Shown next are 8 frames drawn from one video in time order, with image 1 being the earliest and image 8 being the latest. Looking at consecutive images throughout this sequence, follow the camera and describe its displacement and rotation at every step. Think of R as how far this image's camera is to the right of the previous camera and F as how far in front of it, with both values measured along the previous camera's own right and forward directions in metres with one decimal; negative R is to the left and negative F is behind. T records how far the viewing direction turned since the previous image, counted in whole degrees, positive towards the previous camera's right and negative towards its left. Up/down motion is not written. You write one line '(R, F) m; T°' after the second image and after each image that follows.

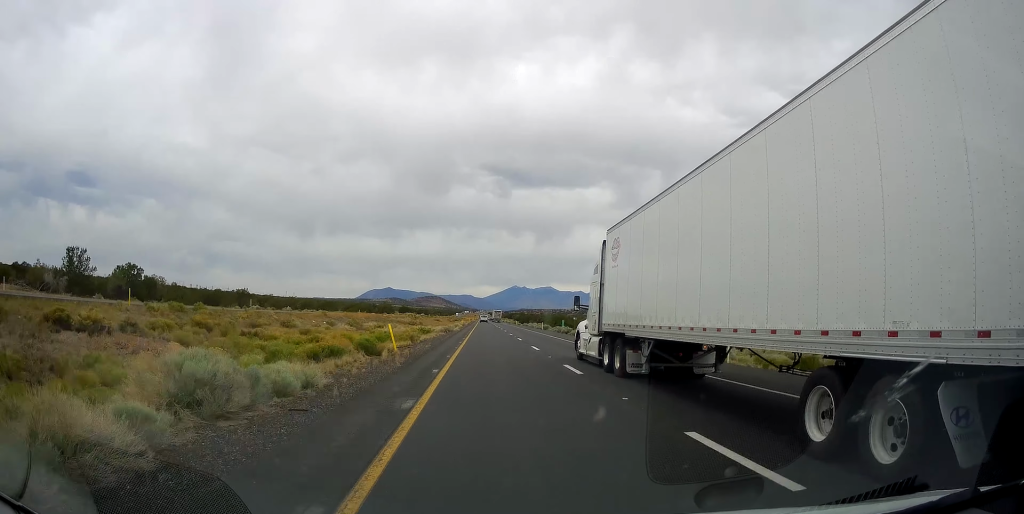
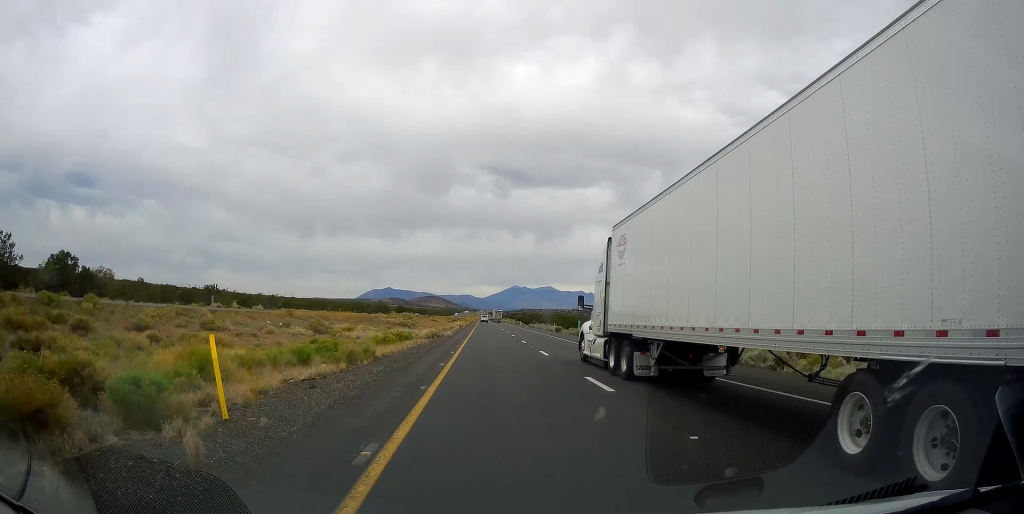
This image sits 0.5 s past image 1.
(0.0, +15.8) m; 0°
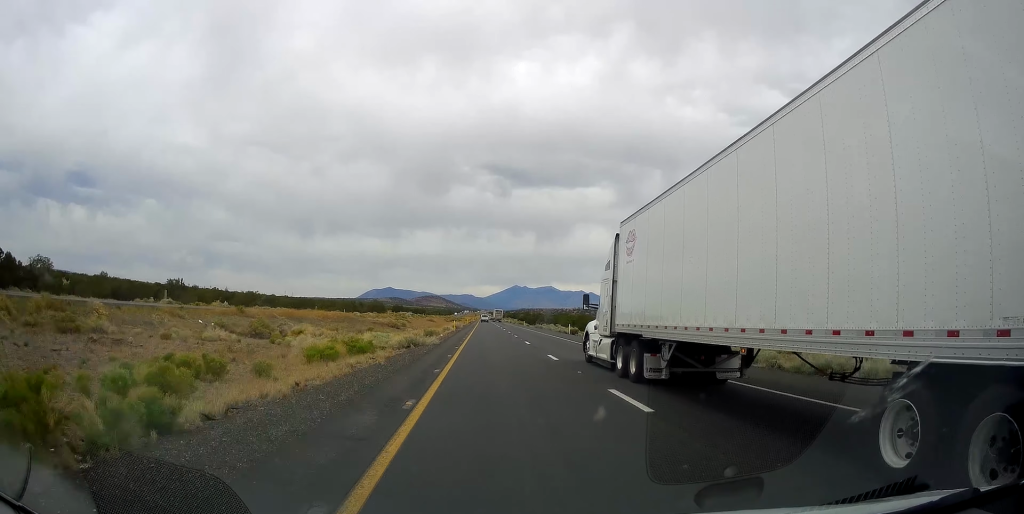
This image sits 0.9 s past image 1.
(-0.2, +14.7) m; 0°
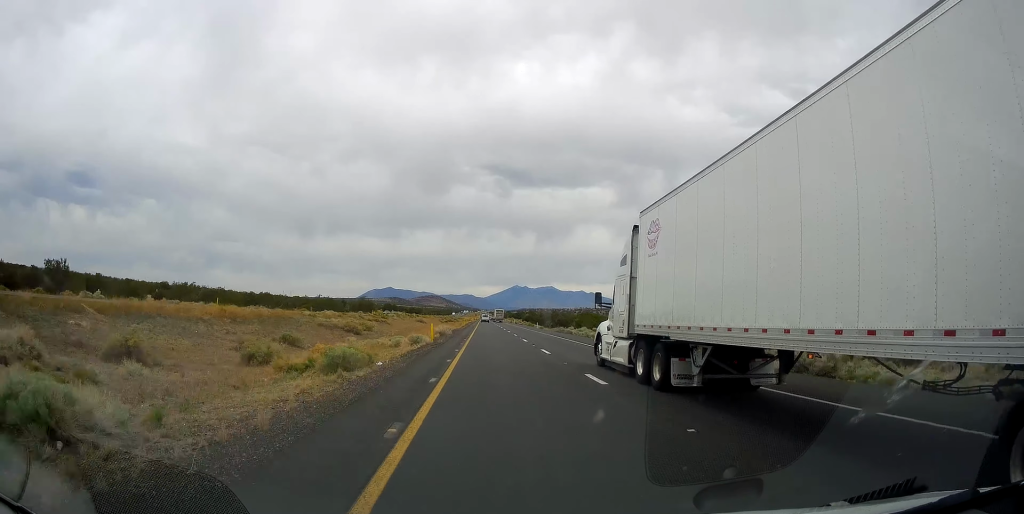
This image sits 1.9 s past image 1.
(+0.4, +32.8) m; +2°
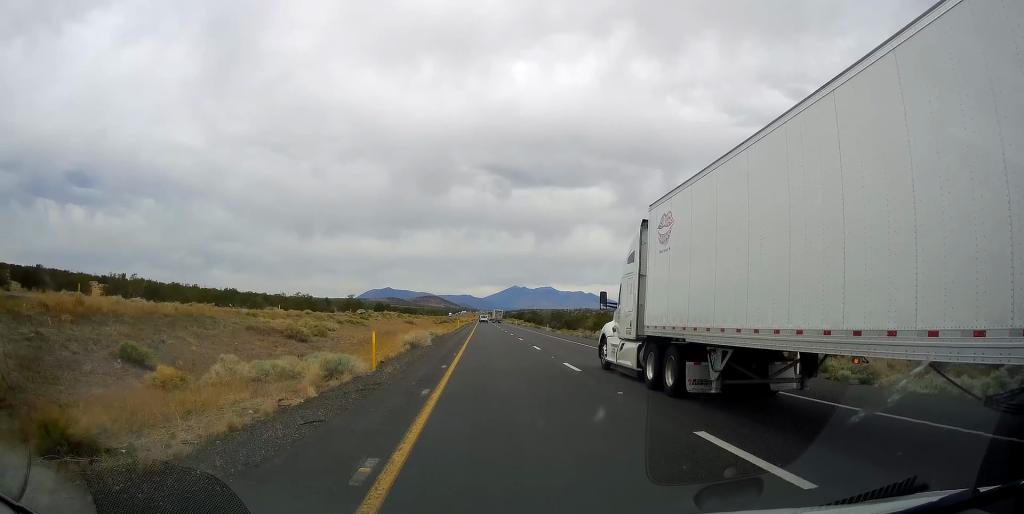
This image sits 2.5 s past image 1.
(+0.3, +20.3) m; +1°
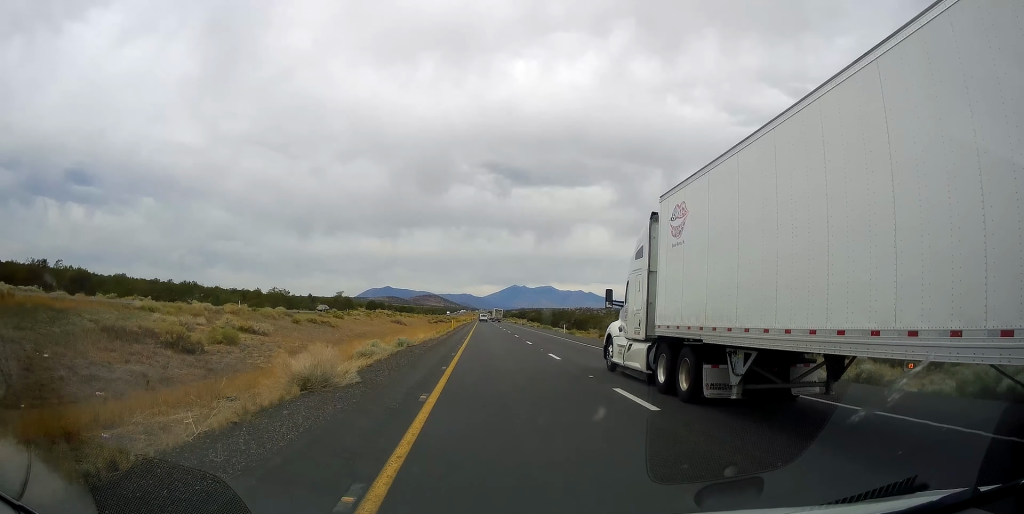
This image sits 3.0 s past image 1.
(+0.5, +19.2) m; 0°
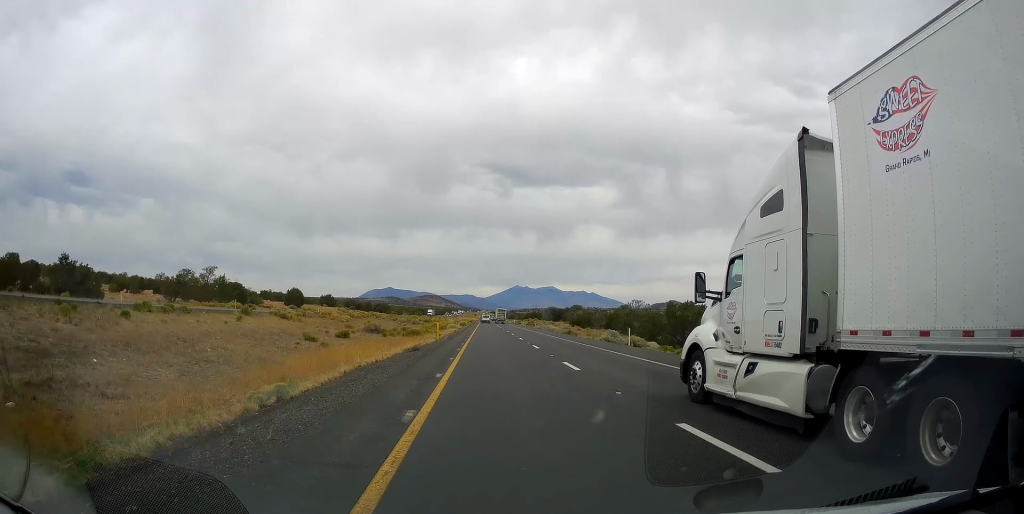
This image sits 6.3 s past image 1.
(-5.0, +113.2) m; -5°
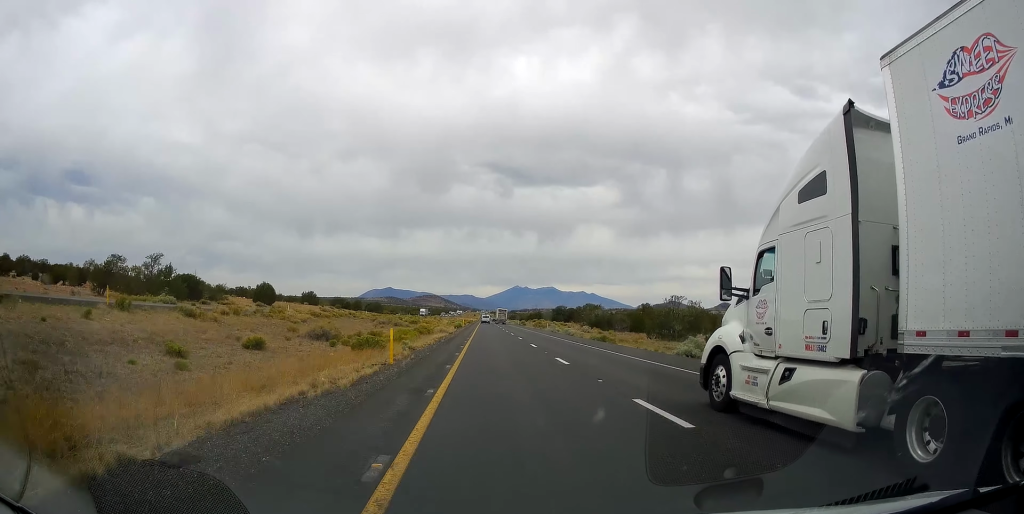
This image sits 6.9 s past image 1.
(-1.2, +21.9) m; 0°
